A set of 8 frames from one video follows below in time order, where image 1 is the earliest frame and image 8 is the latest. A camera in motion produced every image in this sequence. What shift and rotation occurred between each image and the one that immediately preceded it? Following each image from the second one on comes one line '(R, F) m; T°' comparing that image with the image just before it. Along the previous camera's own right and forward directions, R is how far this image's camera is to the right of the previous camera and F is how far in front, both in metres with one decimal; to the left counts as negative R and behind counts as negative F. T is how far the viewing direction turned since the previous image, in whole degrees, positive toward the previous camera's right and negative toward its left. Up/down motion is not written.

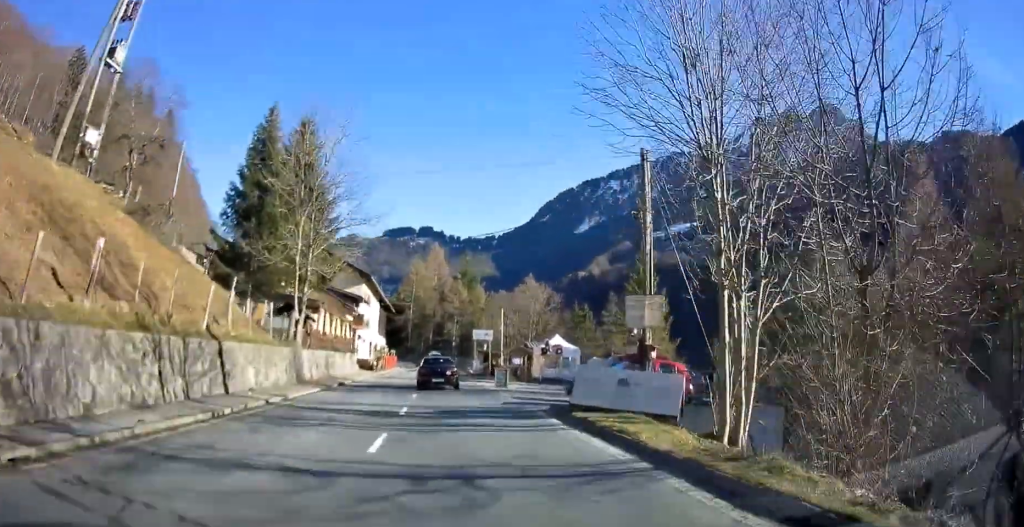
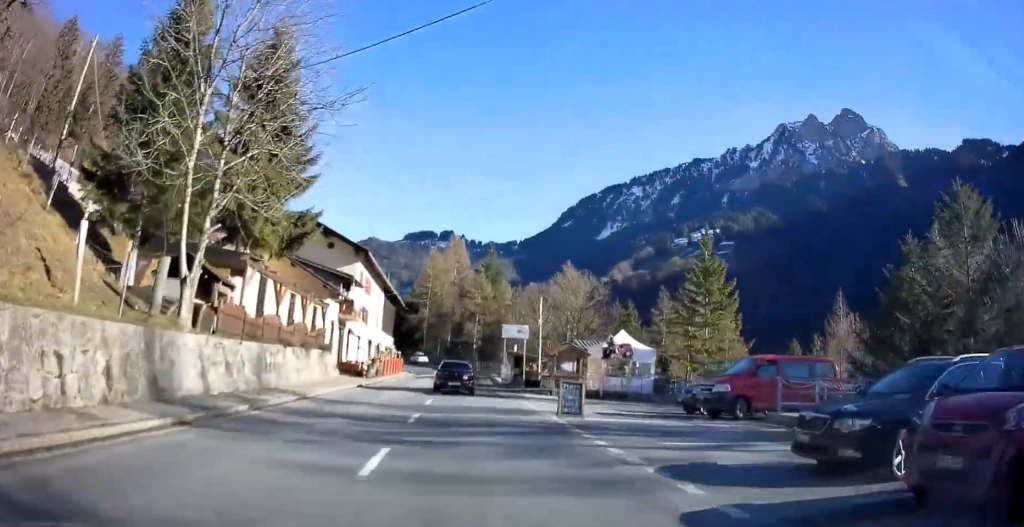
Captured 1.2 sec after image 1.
(-1.3, +13.4) m; -4°
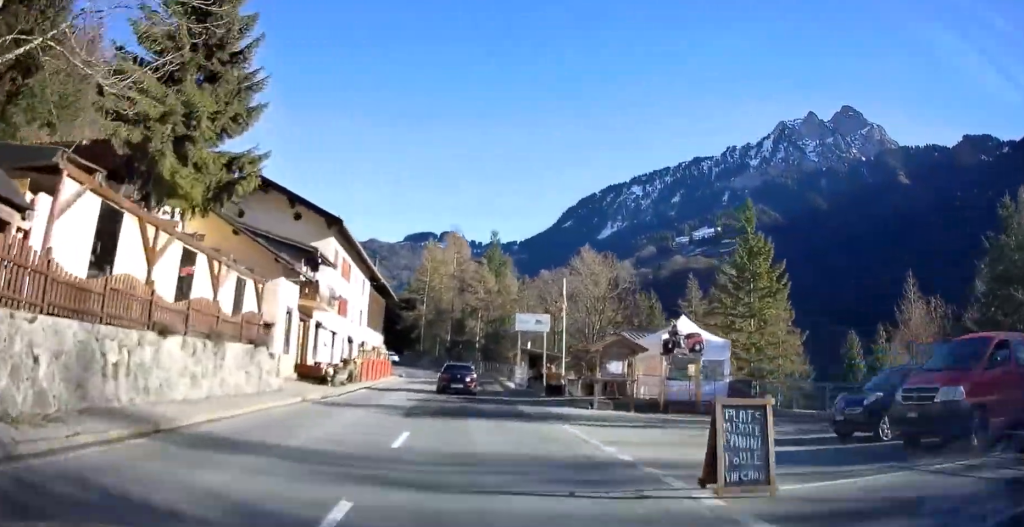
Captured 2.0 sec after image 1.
(+0.2, +9.4) m; +3°
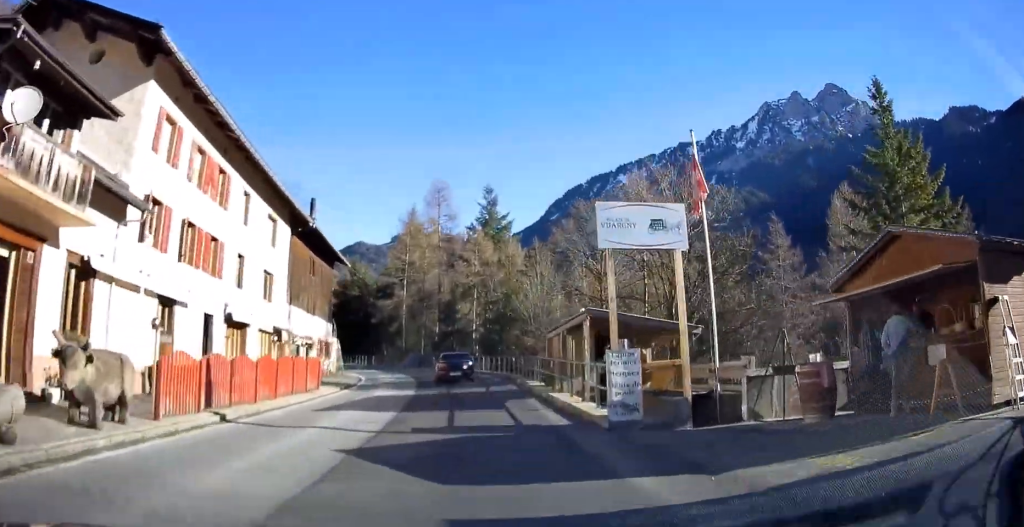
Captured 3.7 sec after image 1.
(+0.2, +20.3) m; 0°
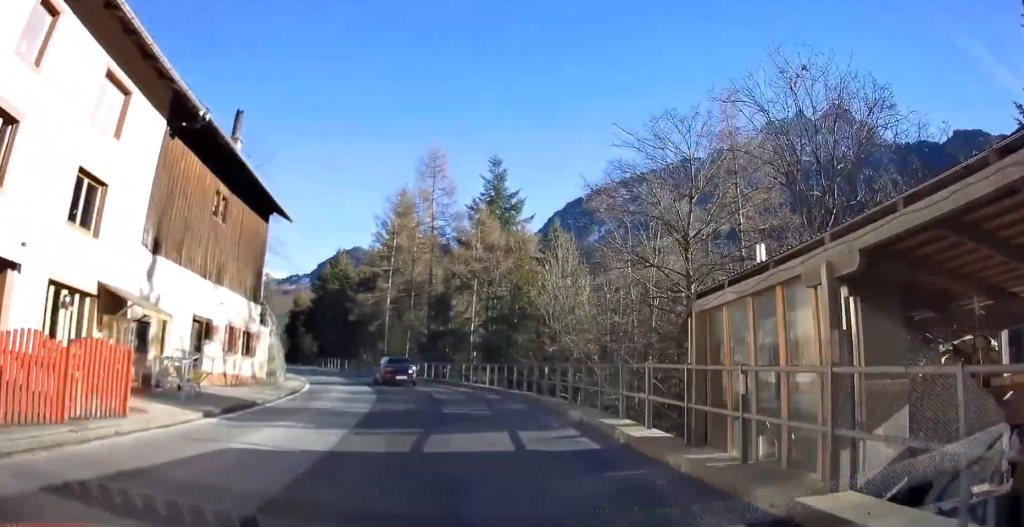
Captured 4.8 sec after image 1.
(+0.2, +13.5) m; +2°
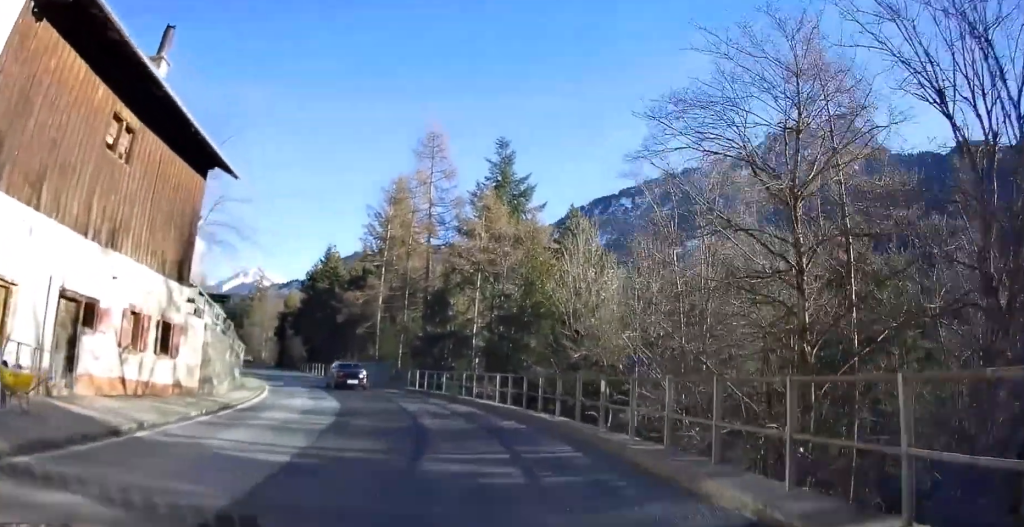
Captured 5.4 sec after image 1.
(+0.1, +7.5) m; -2°
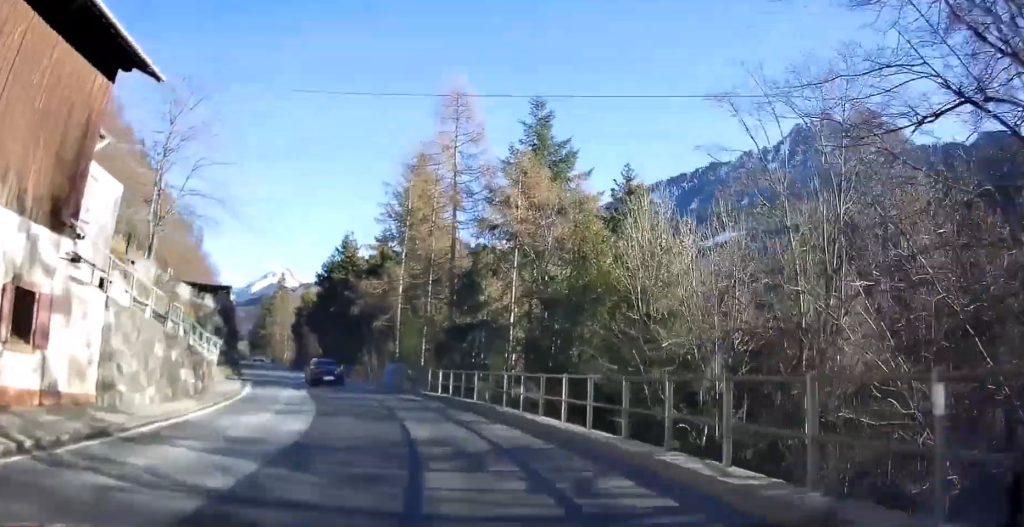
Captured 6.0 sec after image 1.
(+0.3, +7.6) m; -4°
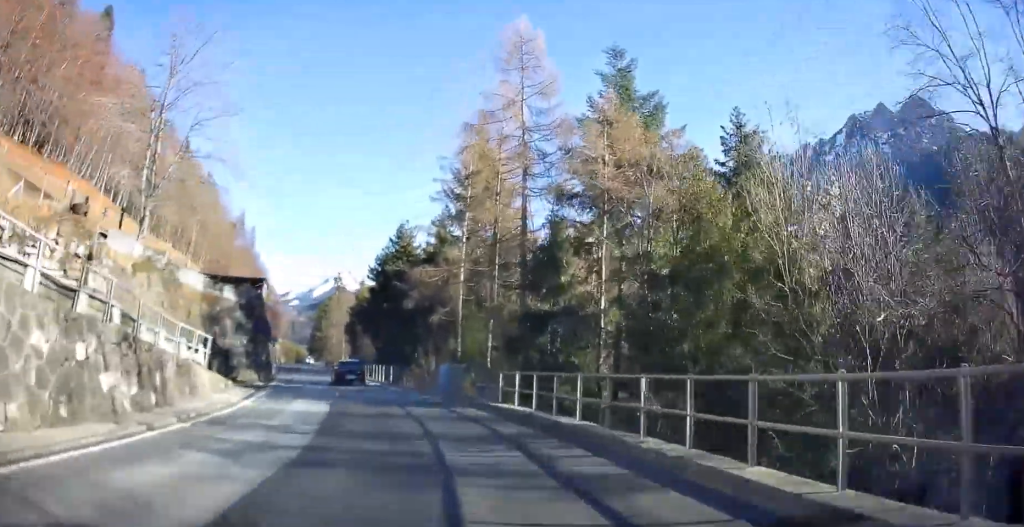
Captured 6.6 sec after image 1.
(-0.8, +7.3) m; -5°
